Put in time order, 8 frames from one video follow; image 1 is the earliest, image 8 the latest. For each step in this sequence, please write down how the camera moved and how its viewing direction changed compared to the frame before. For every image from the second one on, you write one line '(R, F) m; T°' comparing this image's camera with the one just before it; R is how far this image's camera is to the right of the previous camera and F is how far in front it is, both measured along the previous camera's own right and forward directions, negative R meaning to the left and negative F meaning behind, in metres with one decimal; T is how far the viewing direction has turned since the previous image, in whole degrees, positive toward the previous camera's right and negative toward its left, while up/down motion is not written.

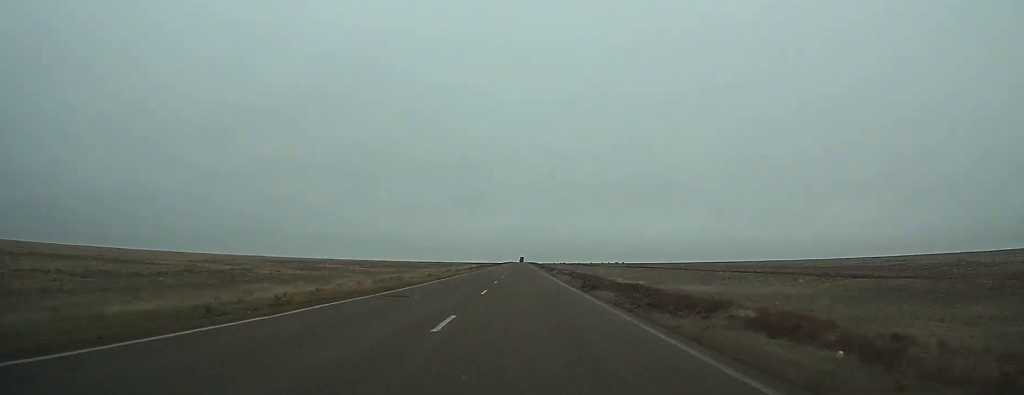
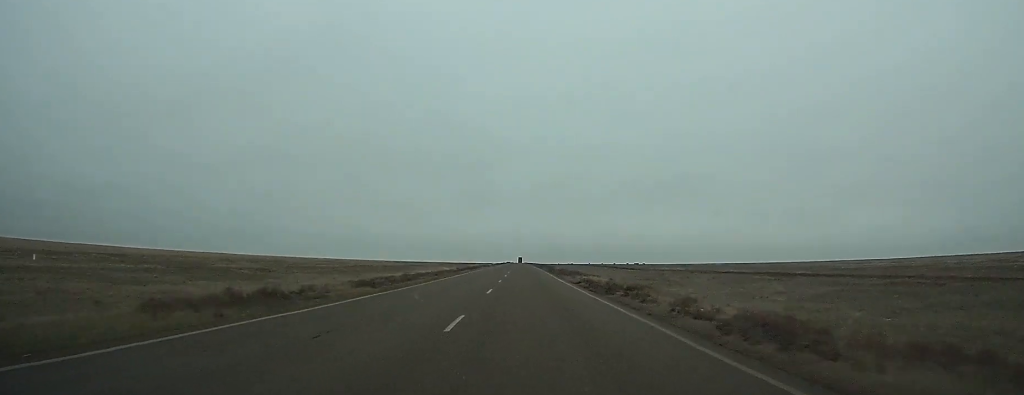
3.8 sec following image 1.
(+0.1, +97.8) m; 0°
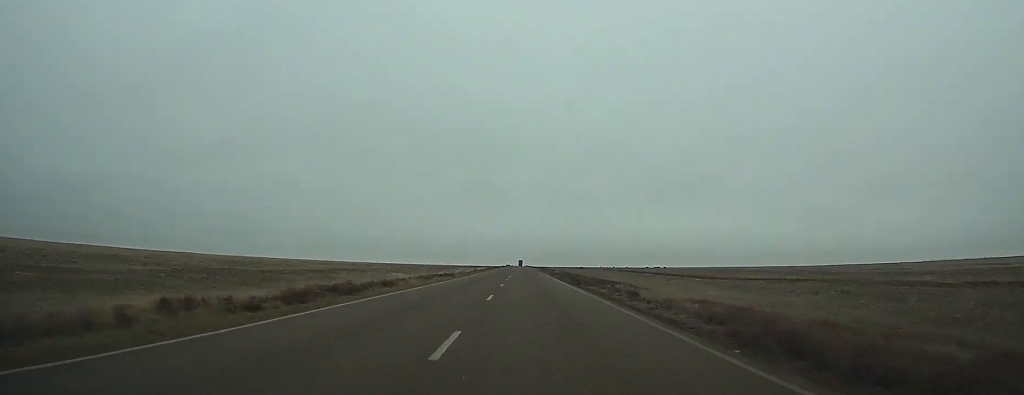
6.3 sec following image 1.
(-0.2, +60.2) m; 0°
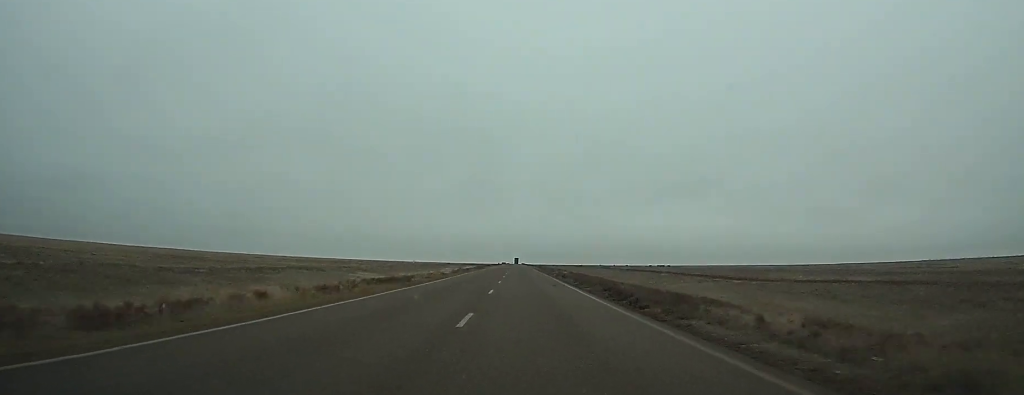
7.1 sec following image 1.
(+0.1, +19.3) m; 0°
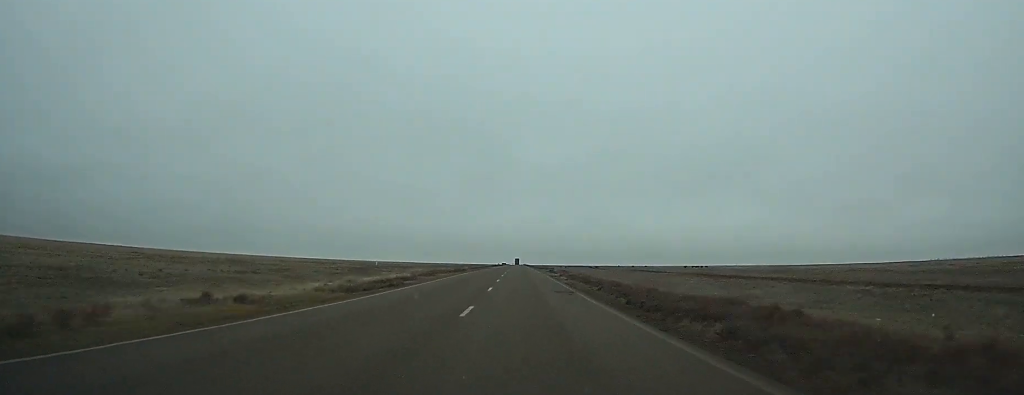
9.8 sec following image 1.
(+0.3, +69.1) m; 0°
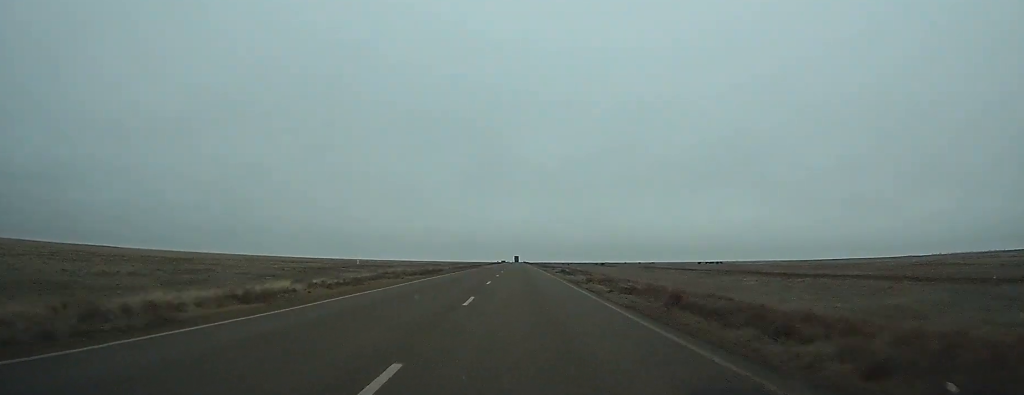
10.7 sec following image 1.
(0.0, +22.6) m; 0°
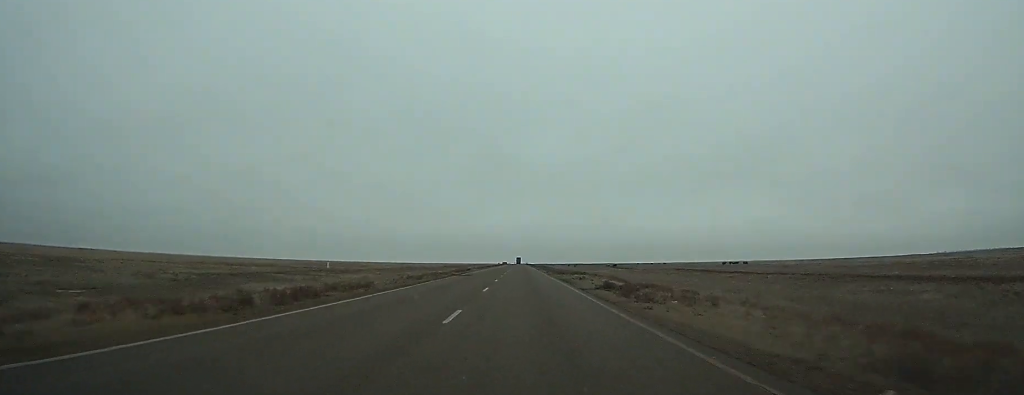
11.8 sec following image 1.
(0.0, +29.5) m; 0°
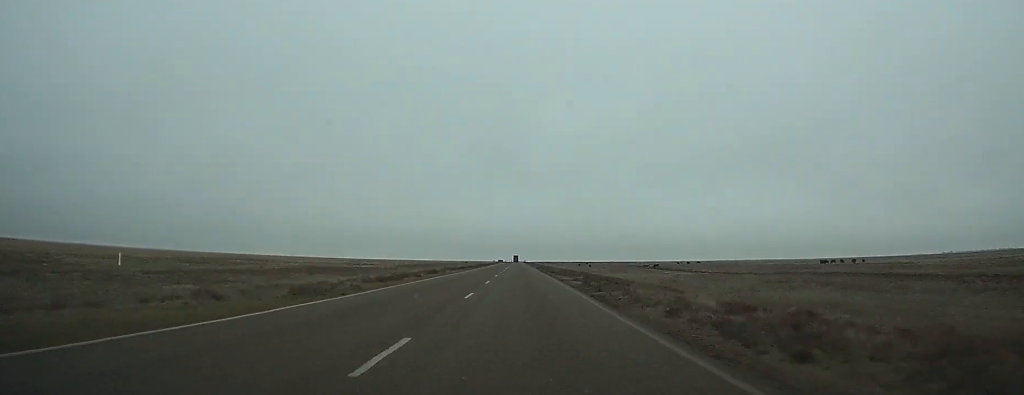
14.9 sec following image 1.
(0.0, +76.6) m; 0°
